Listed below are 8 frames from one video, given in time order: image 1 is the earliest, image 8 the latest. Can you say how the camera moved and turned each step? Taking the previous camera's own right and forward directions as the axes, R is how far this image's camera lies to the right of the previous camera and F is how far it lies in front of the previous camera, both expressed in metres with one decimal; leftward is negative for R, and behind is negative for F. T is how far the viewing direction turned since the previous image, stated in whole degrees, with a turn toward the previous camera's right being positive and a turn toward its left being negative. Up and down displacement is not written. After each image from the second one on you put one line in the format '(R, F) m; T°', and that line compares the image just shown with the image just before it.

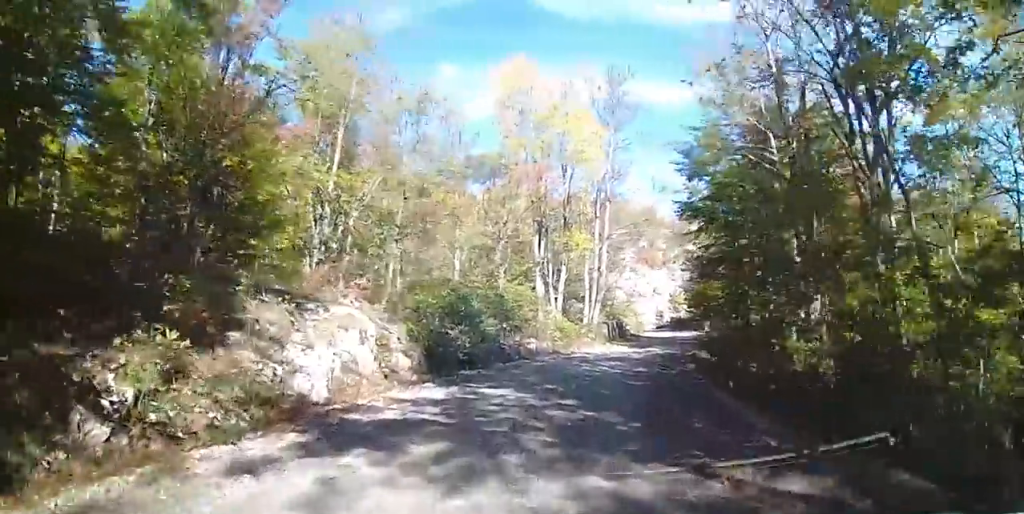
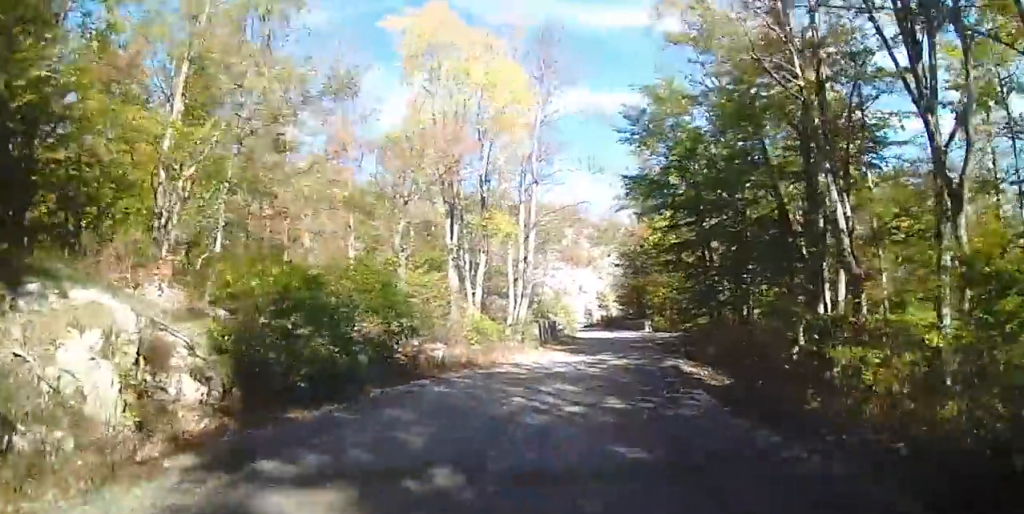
(+0.7, +6.4) m; +7°
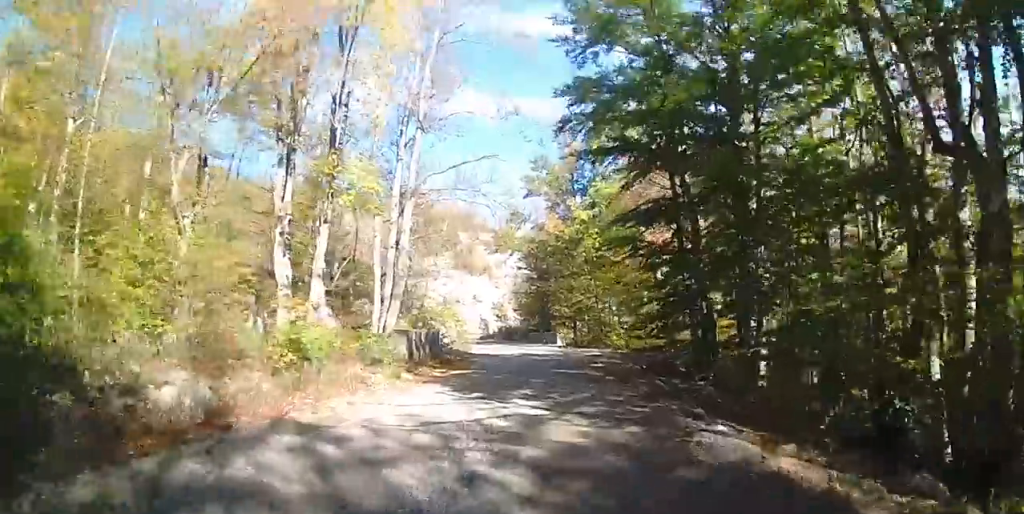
(+0.4, +9.0) m; +3°
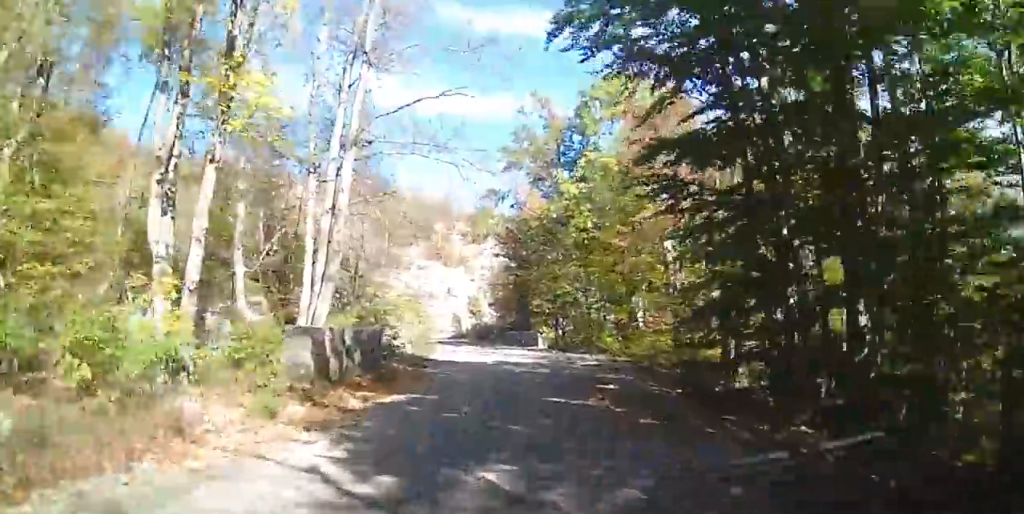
(0.0, +5.1) m; +3°
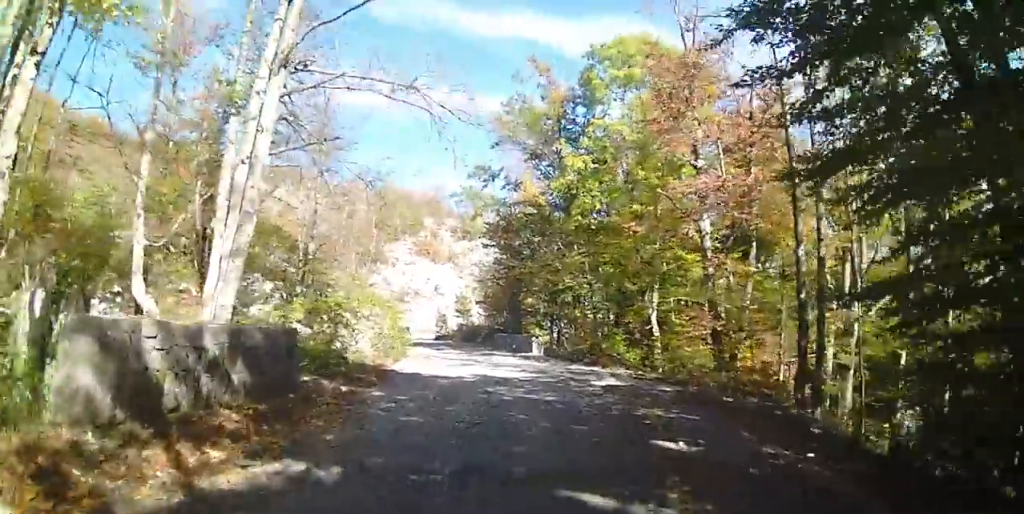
(+0.1, +4.8) m; +2°
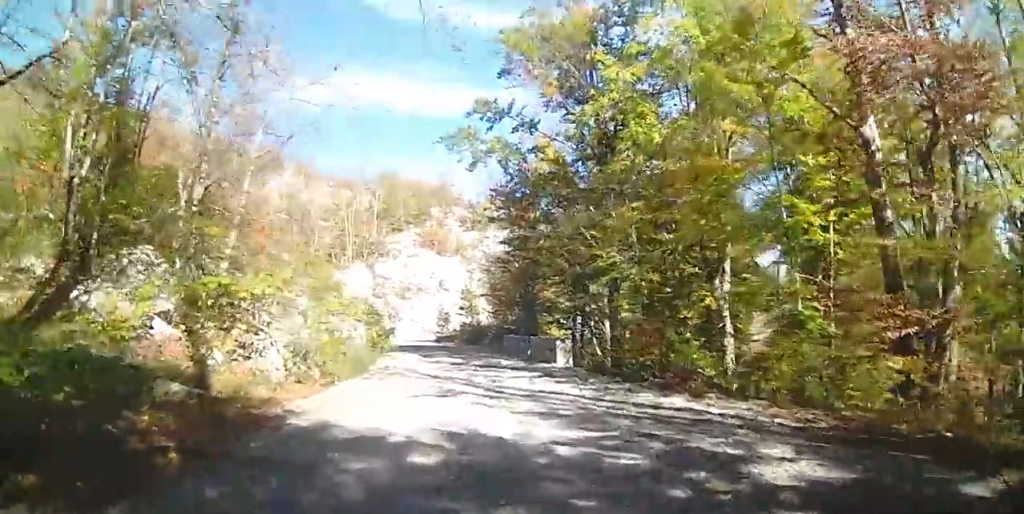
(+0.4, +7.4) m; +2°
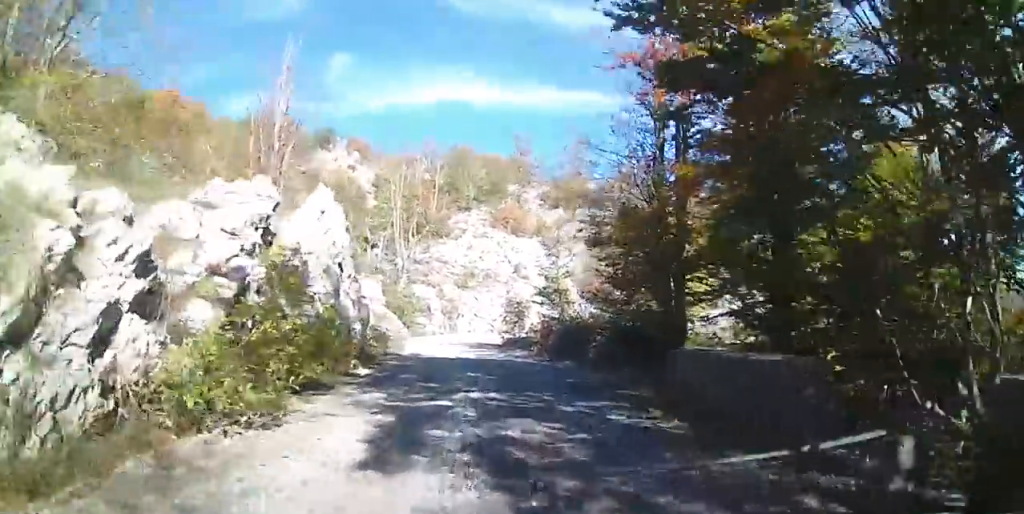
(-1.4, +17.8) m; -9°
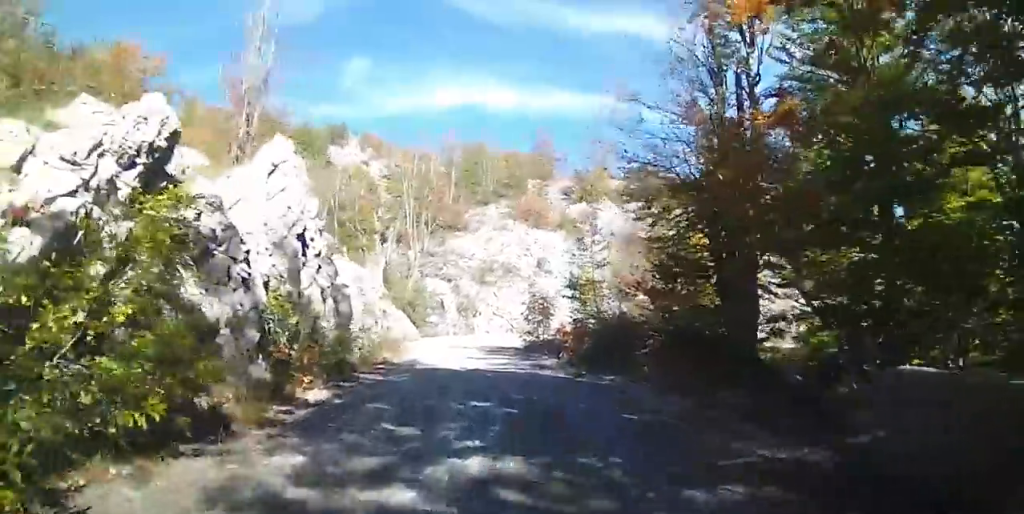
(-0.1, +4.3) m; -1°
